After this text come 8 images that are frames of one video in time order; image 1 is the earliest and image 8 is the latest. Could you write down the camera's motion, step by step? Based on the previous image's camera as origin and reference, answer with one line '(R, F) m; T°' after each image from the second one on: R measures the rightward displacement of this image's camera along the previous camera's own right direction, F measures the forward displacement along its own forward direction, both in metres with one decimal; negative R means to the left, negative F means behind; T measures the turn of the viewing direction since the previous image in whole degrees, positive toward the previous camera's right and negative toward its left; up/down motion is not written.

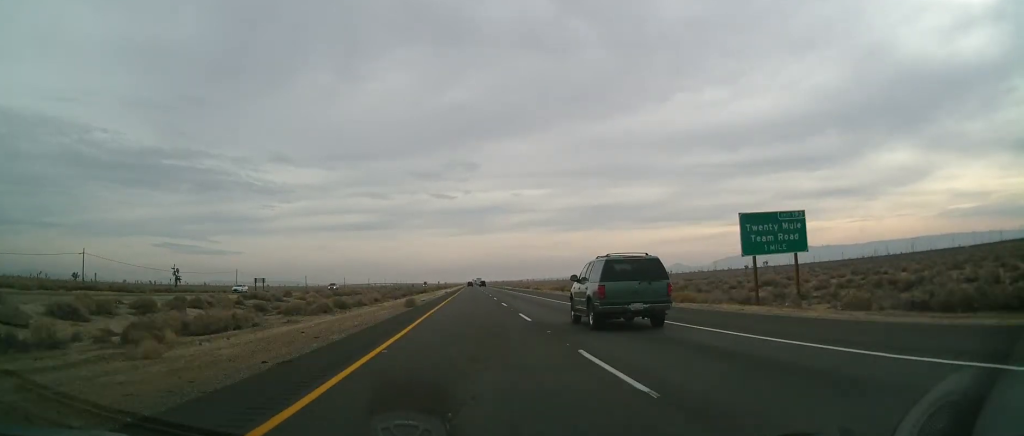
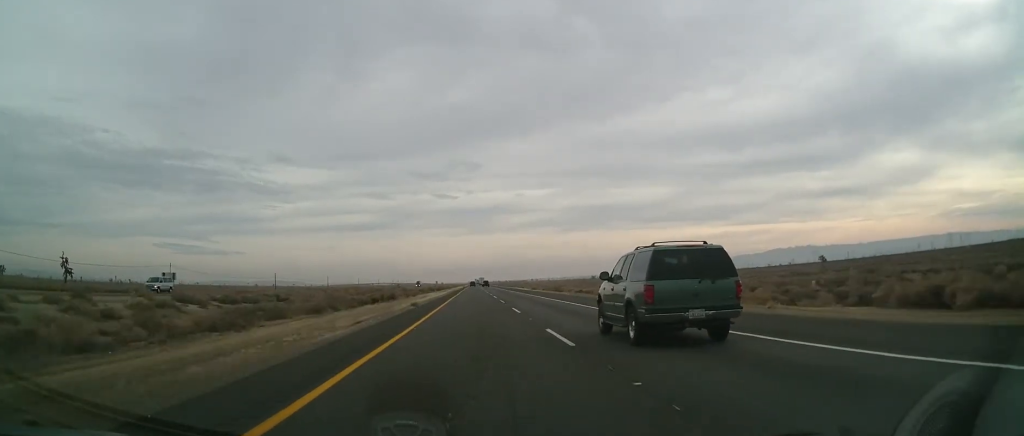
(-0.7, +52.2) m; 0°
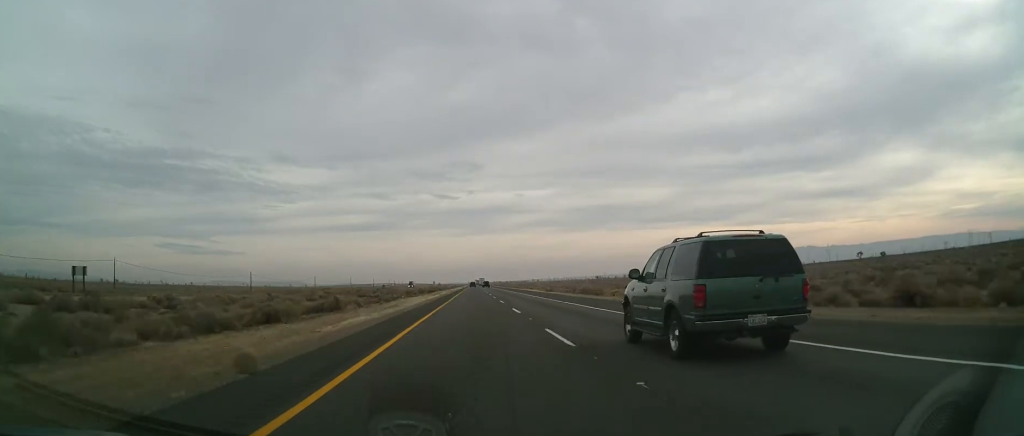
(+0.4, +29.1) m; 0°
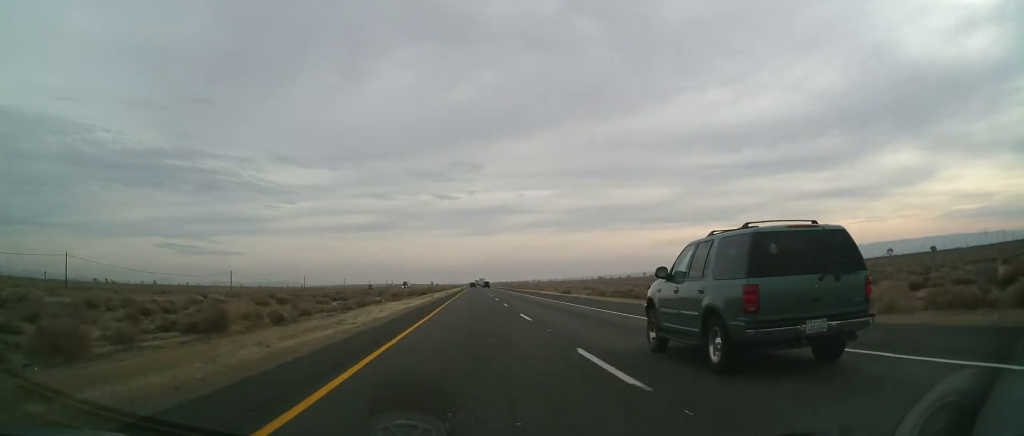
(-0.1, +19.8) m; 0°
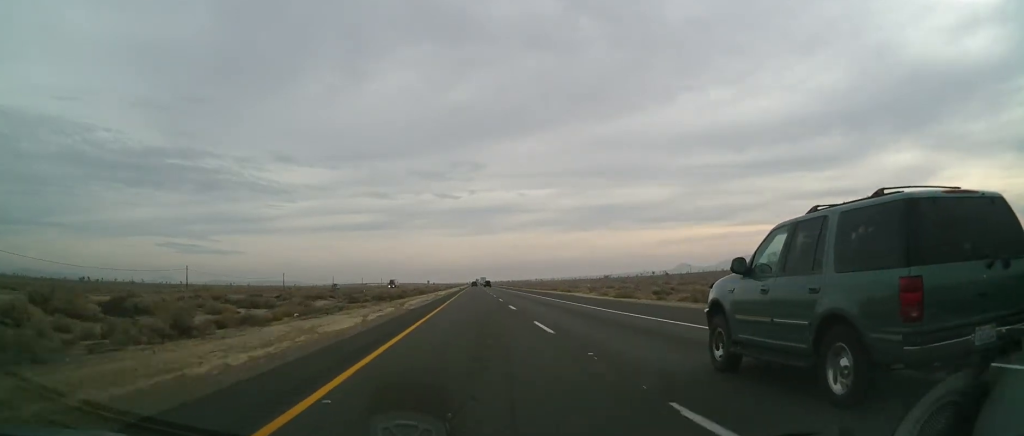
(-0.1, +34.9) m; 0°
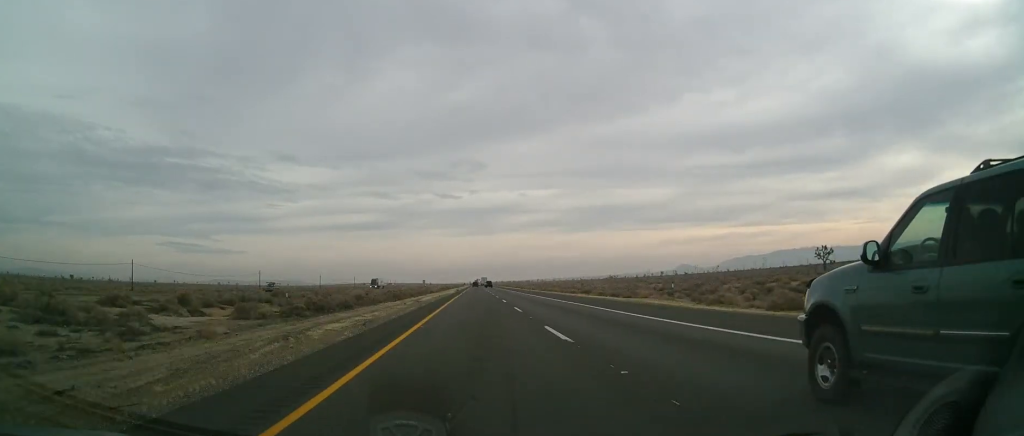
(+0.2, +31.4) m; 0°
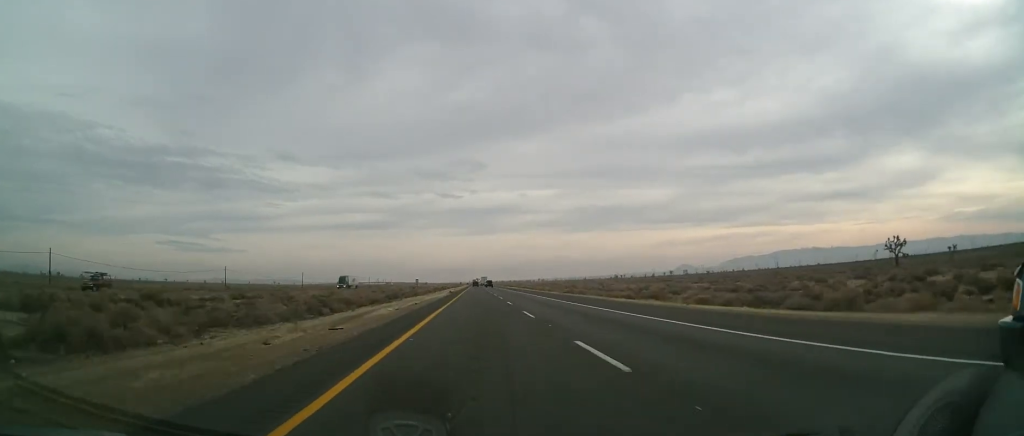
(-0.3, +33.8) m; 0°
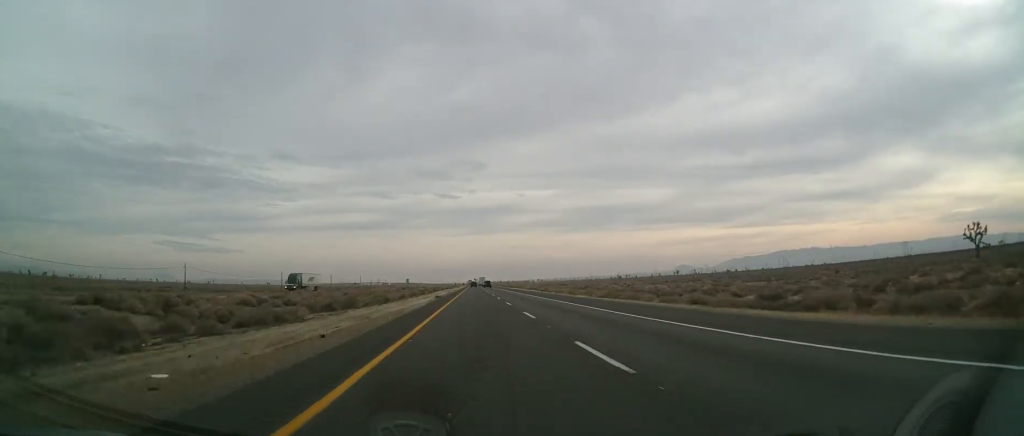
(+0.4, +29.1) m; 0°
